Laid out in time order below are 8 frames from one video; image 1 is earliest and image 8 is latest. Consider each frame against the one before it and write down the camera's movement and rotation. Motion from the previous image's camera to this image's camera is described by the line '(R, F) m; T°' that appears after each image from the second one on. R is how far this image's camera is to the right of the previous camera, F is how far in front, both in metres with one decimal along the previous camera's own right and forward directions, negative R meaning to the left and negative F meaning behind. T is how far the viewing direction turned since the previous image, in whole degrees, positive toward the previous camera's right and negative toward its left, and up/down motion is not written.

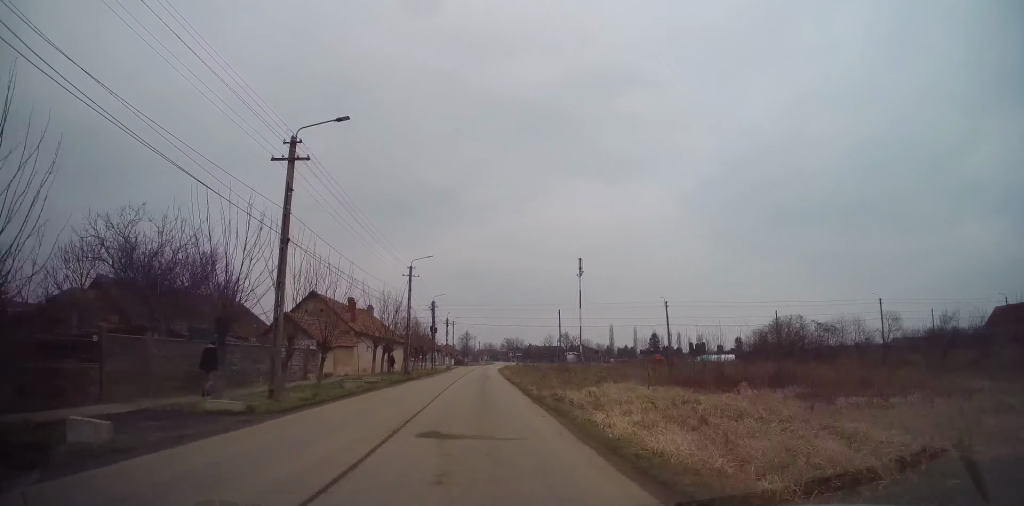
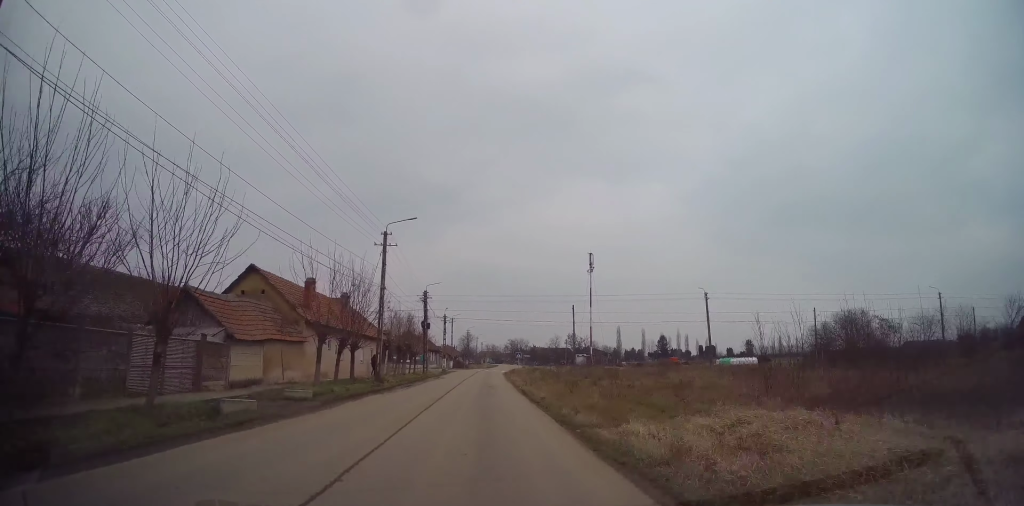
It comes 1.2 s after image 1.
(-0.3, +11.6) m; +1°
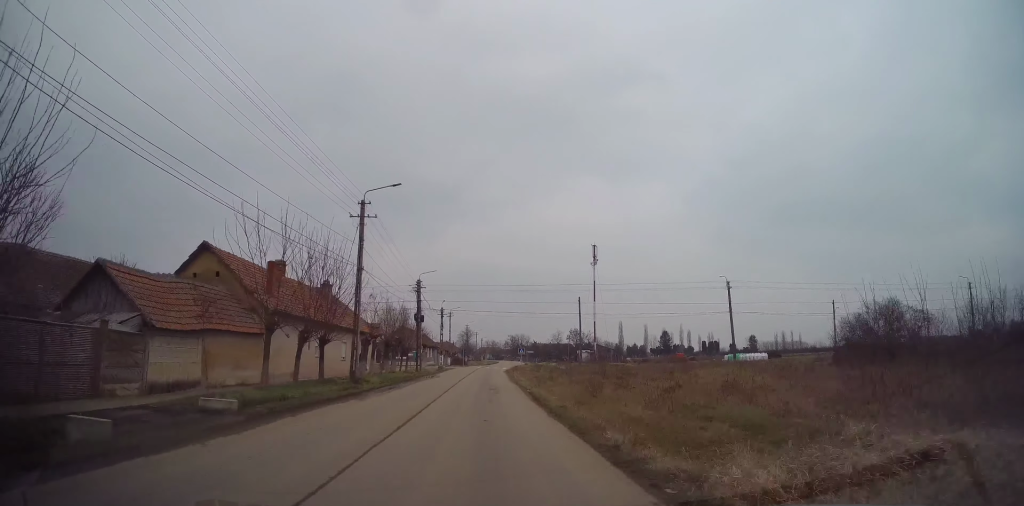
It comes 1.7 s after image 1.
(+0.2, +5.1) m; +1°
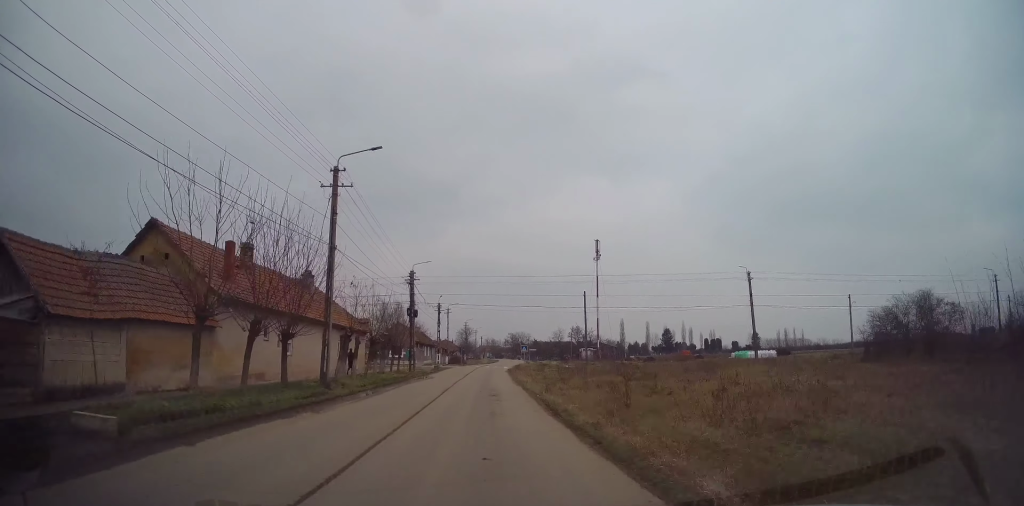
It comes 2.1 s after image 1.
(+0.3, +4.1) m; +1°
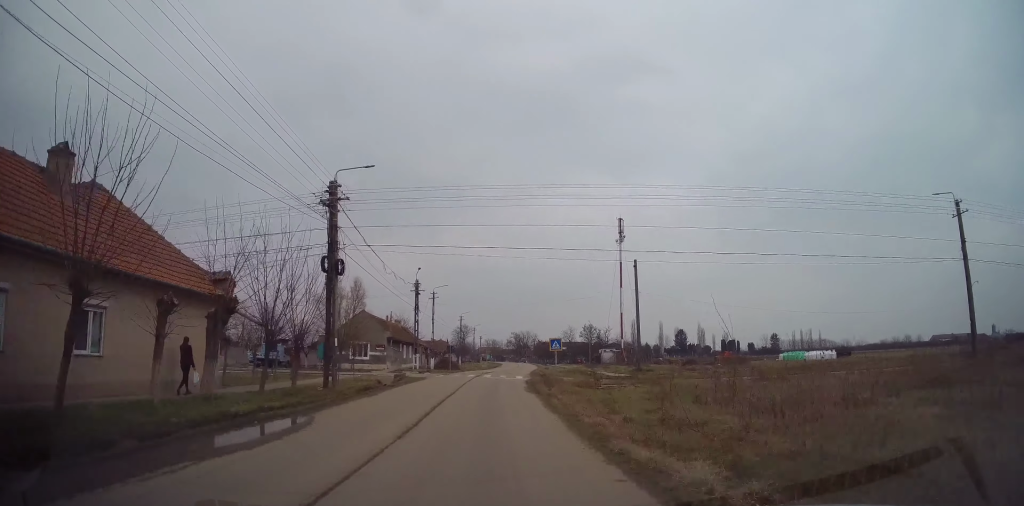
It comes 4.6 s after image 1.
(-1.0, +23.2) m; -2°
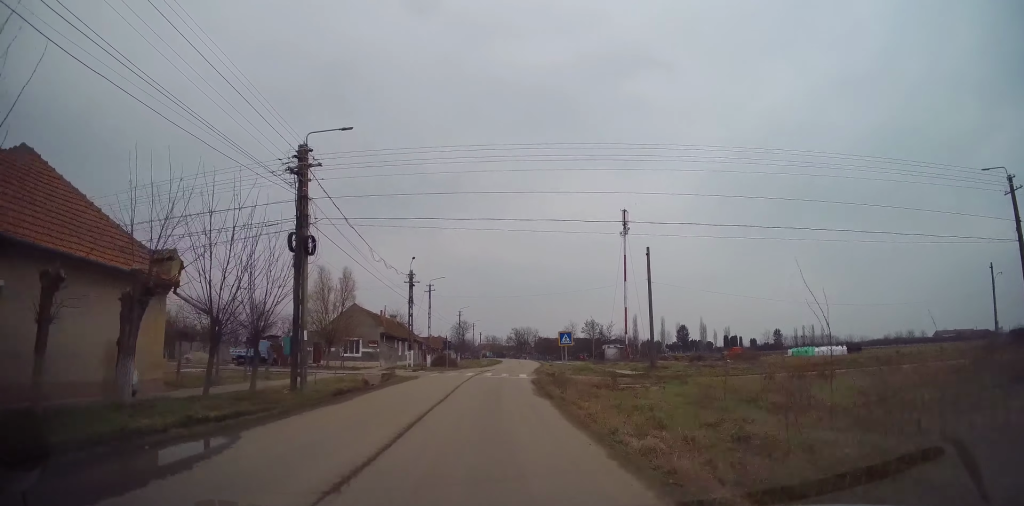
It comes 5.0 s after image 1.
(-0.1, +3.7) m; +1°
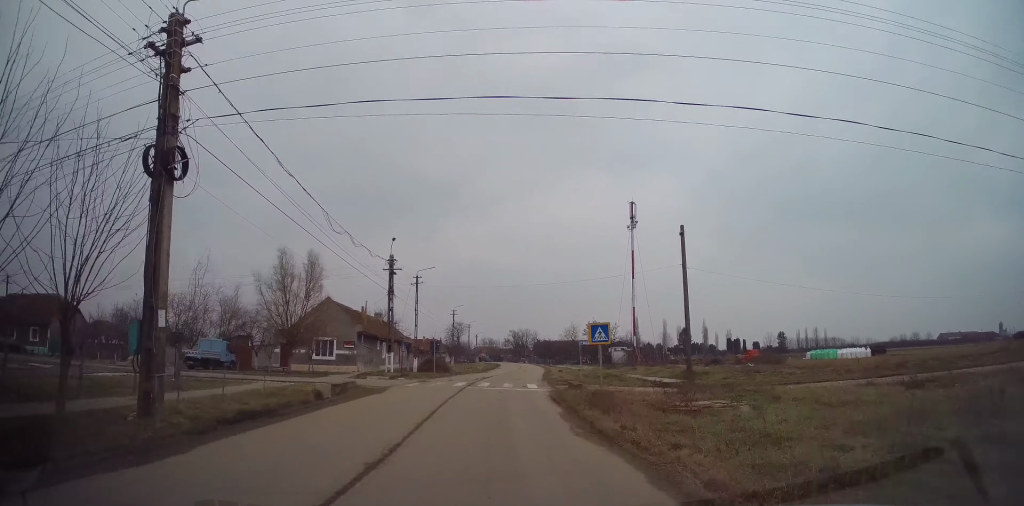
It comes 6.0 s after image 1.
(+0.3, +8.2) m; 0°
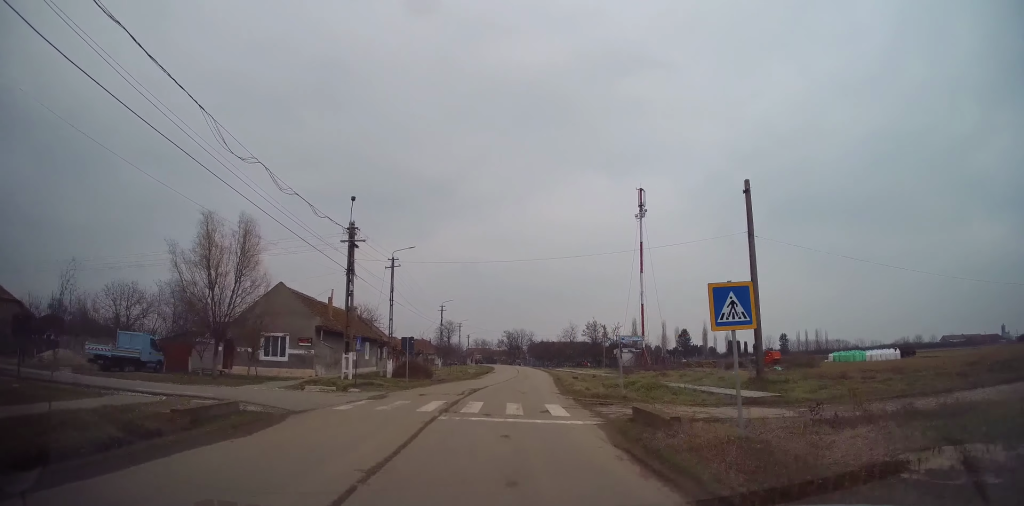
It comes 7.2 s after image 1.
(-0.4, +9.8) m; -3°
